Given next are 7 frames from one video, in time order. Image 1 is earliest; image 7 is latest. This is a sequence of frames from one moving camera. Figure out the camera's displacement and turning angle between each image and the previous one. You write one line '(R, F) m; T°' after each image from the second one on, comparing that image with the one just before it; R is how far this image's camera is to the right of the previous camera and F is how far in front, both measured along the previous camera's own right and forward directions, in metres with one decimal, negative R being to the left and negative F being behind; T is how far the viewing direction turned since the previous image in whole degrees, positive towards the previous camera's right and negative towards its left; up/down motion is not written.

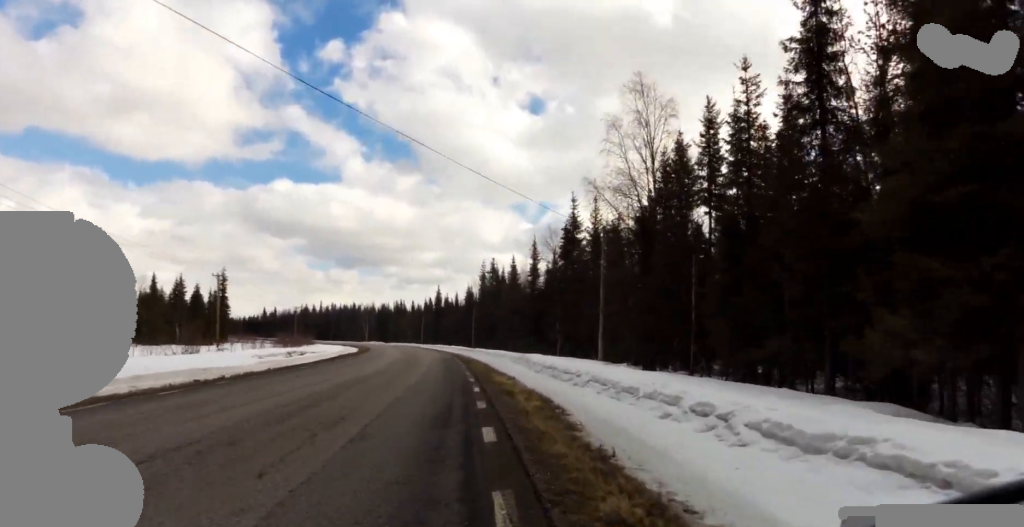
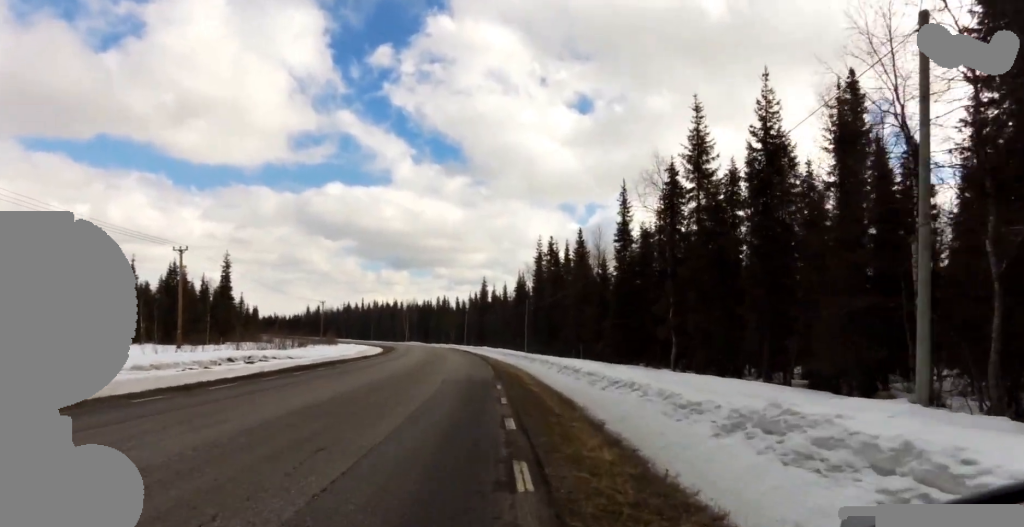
(-1.0, +19.7) m; -9°
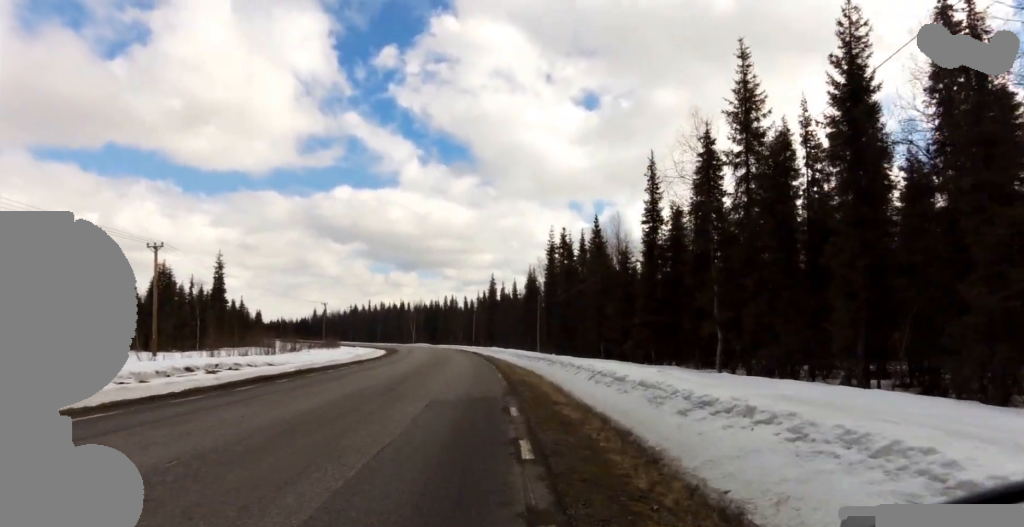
(-0.4, +4.8) m; +2°
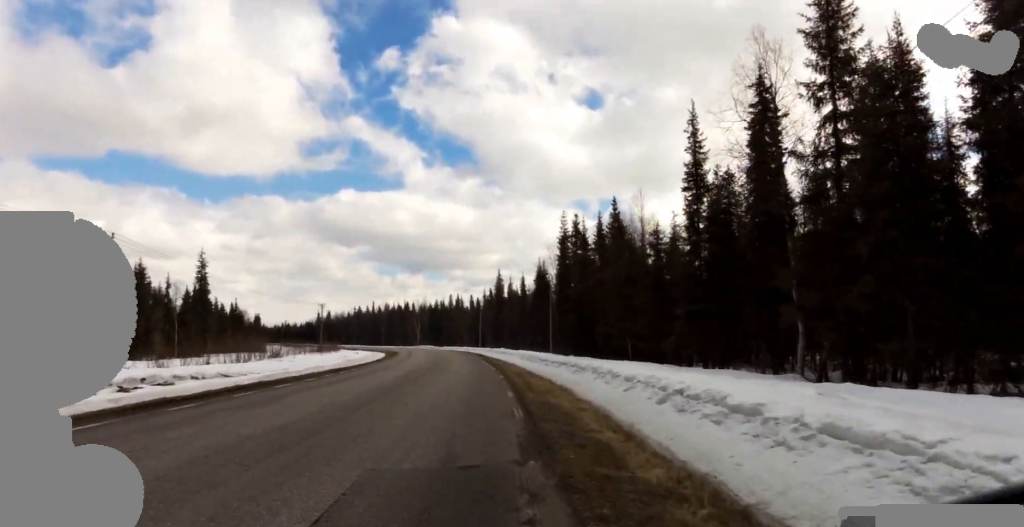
(+1.0, +6.2) m; +7°
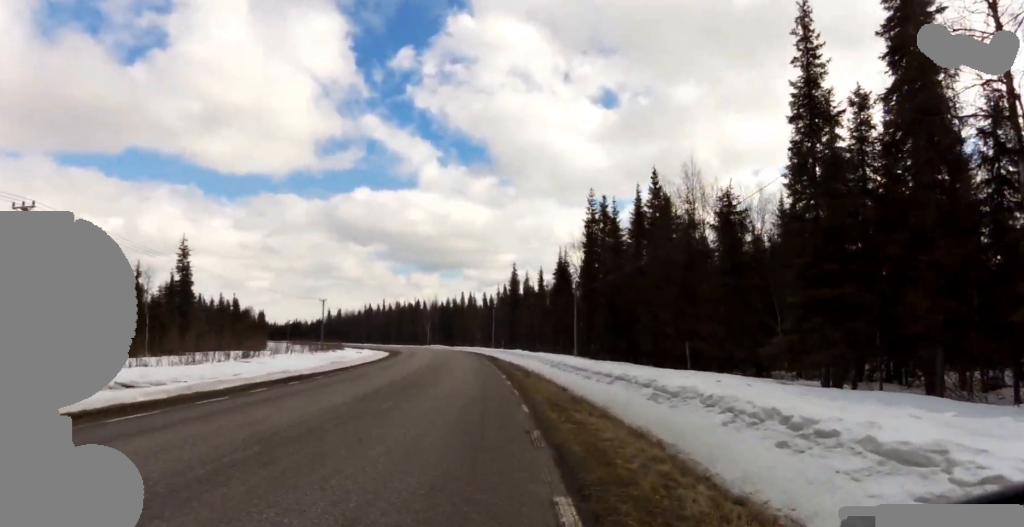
(-0.2, +8.2) m; -10°
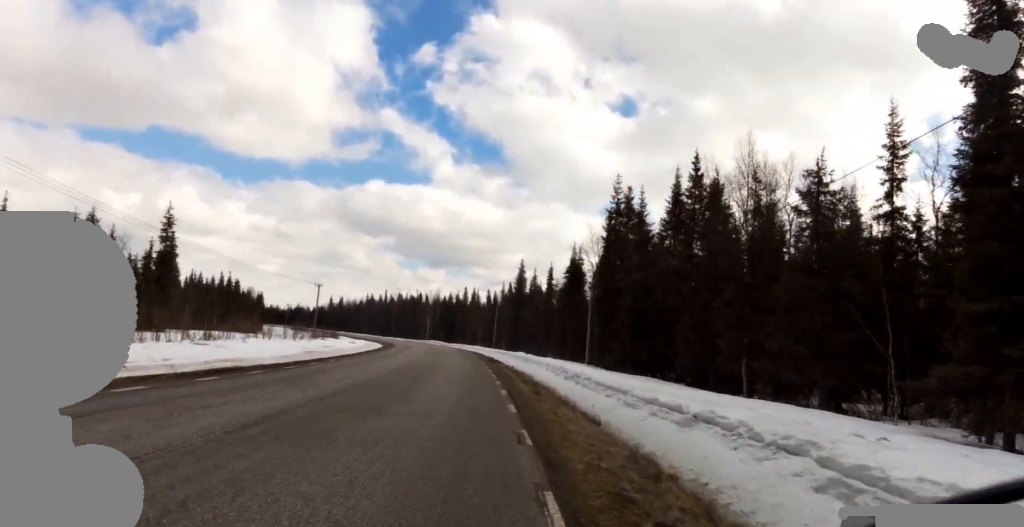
(-0.9, +5.7) m; +1°
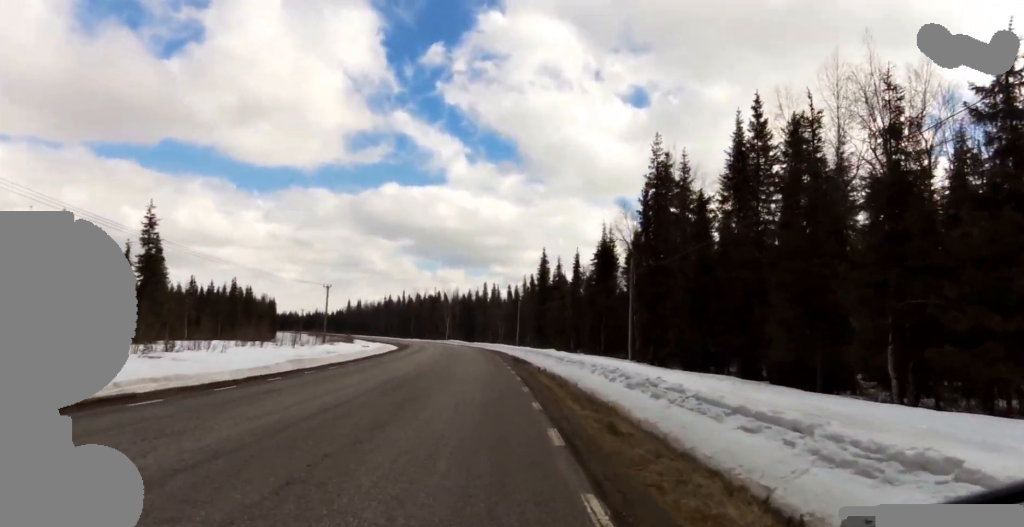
(+0.5, +6.2) m; 0°
